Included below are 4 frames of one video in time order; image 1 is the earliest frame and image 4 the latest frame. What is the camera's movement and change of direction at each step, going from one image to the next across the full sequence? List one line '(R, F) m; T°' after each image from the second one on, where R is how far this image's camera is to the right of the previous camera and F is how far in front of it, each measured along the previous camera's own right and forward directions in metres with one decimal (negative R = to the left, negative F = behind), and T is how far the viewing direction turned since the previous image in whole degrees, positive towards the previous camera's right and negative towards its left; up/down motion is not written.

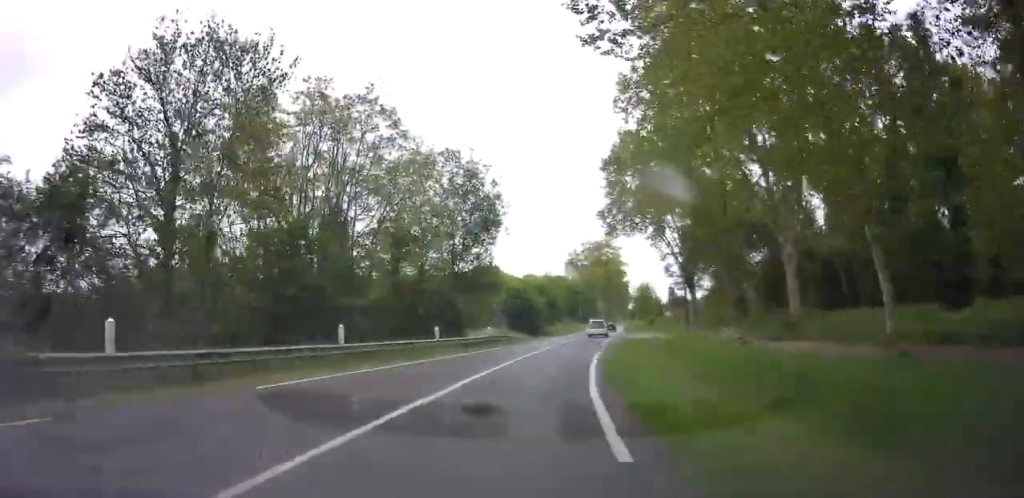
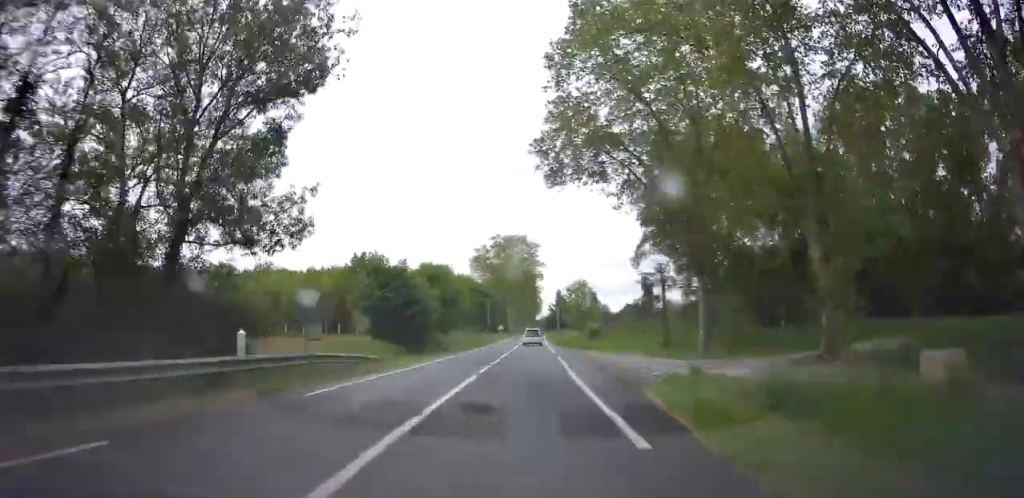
(+2.1, +25.2) m; +8°
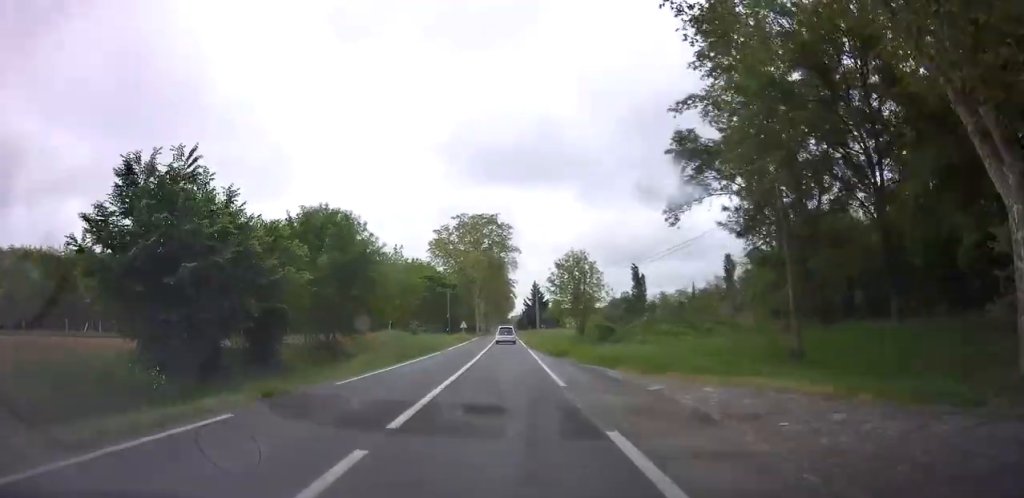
(+1.2, +22.9) m; +4°
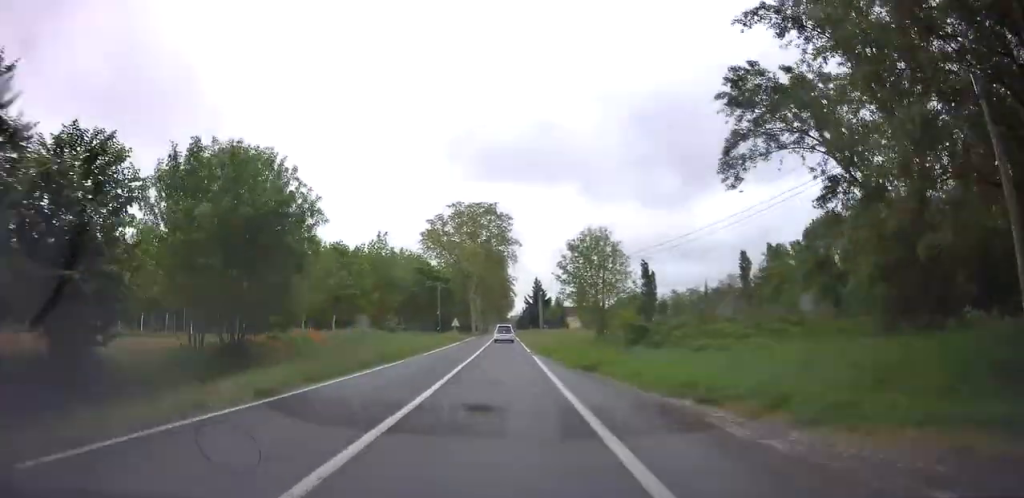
(+0.1, +9.8) m; +1°
